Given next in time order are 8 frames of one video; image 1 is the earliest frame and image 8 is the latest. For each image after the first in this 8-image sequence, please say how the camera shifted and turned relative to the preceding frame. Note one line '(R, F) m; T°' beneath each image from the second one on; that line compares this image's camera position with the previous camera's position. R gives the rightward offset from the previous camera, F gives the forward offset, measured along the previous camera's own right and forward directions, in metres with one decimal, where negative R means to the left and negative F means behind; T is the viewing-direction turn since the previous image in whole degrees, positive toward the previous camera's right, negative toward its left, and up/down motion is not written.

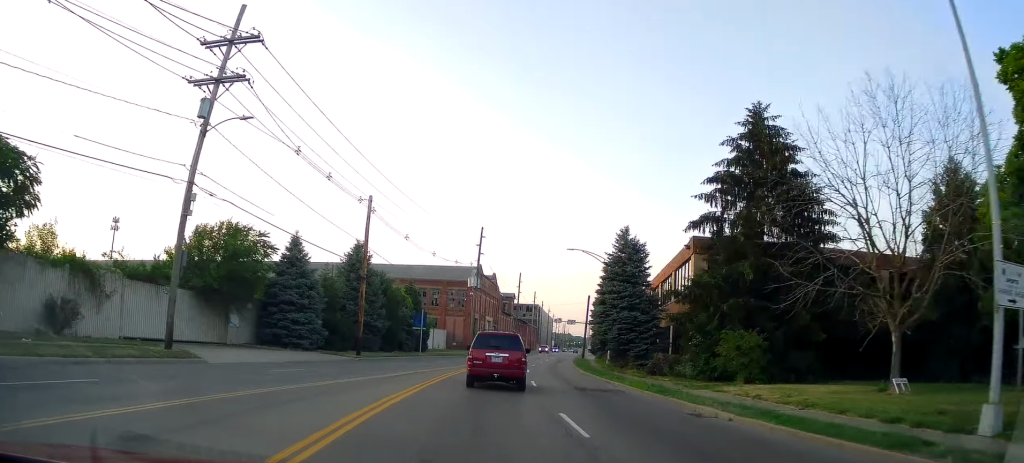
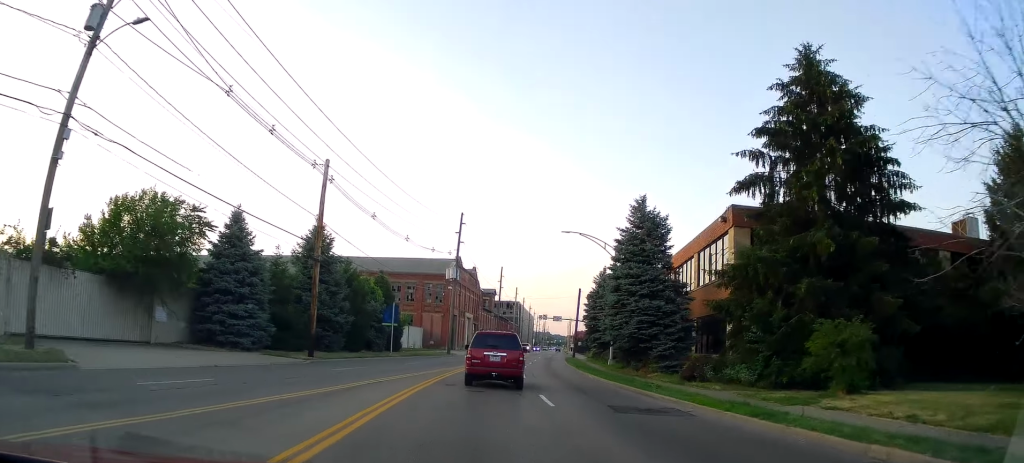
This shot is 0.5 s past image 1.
(-0.3, +7.6) m; +1°
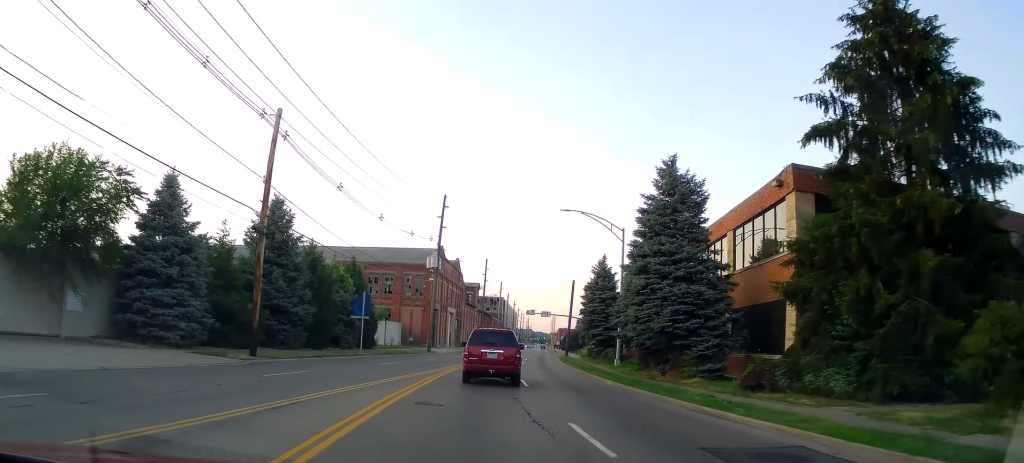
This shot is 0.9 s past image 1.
(-0.1, +6.6) m; +1°
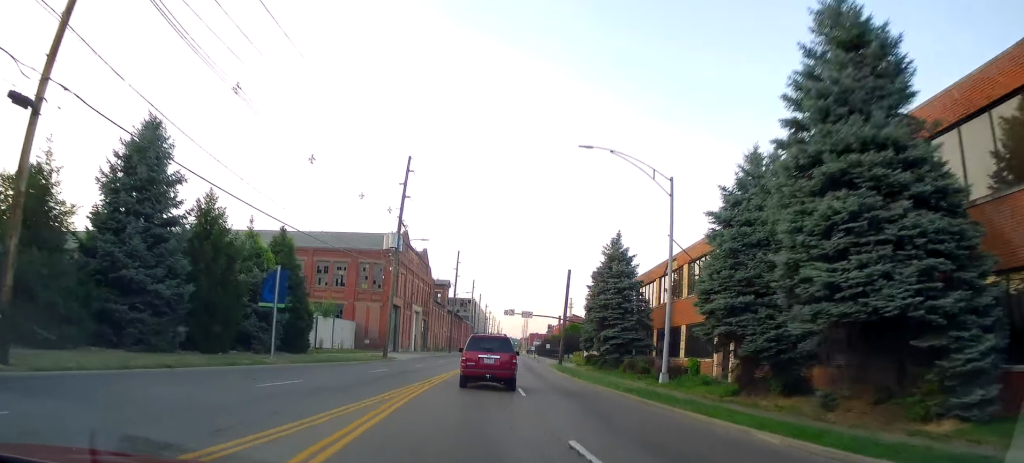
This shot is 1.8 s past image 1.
(+0.7, +13.7) m; +3°
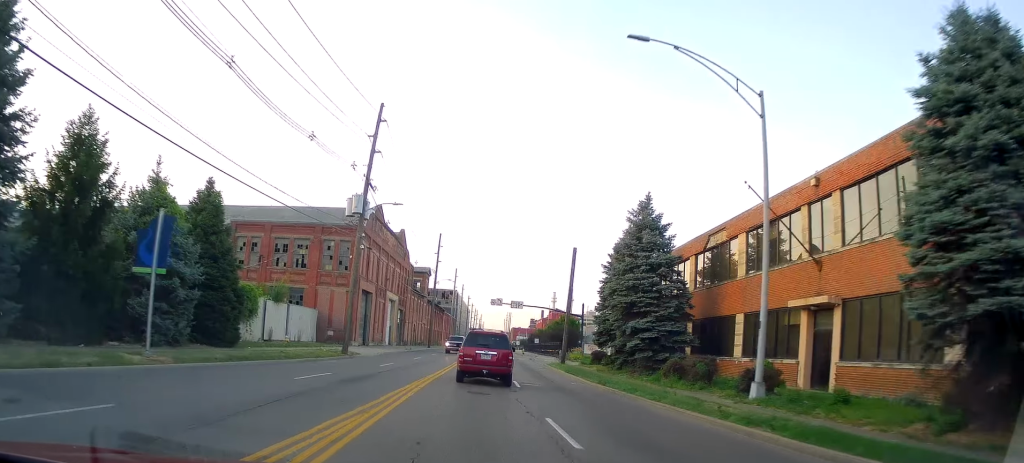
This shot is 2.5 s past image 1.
(0.0, +9.5) m; +1°
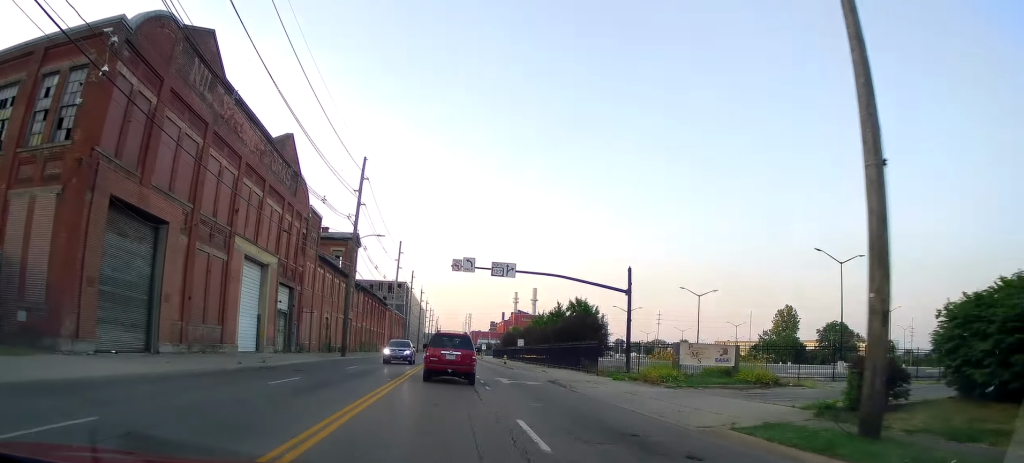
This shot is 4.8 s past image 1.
(+0.6, +34.6) m; +3°
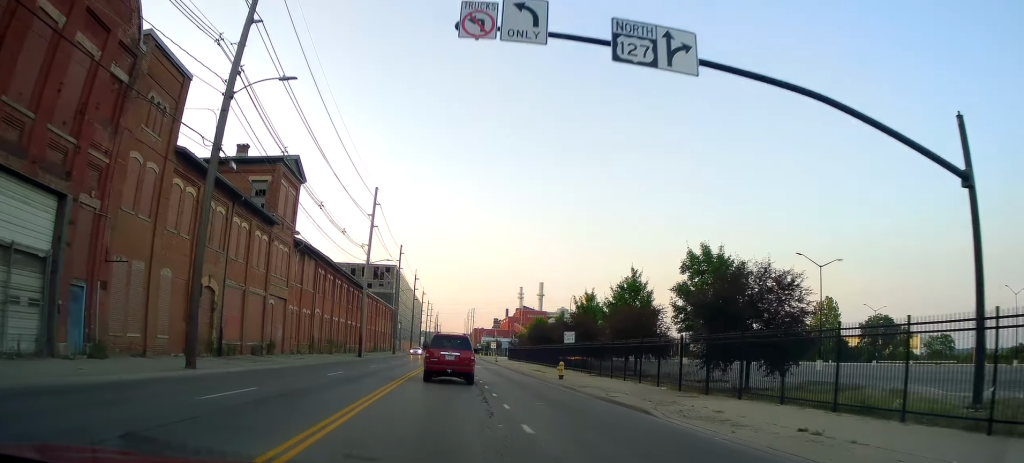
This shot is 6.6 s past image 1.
(-0.8, +27.1) m; -3°
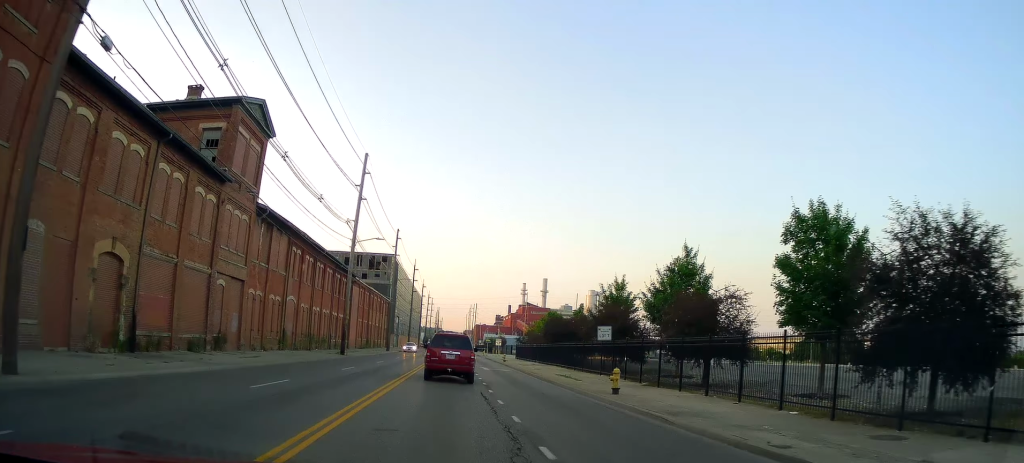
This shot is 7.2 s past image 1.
(+0.3, +9.0) m; +1°
